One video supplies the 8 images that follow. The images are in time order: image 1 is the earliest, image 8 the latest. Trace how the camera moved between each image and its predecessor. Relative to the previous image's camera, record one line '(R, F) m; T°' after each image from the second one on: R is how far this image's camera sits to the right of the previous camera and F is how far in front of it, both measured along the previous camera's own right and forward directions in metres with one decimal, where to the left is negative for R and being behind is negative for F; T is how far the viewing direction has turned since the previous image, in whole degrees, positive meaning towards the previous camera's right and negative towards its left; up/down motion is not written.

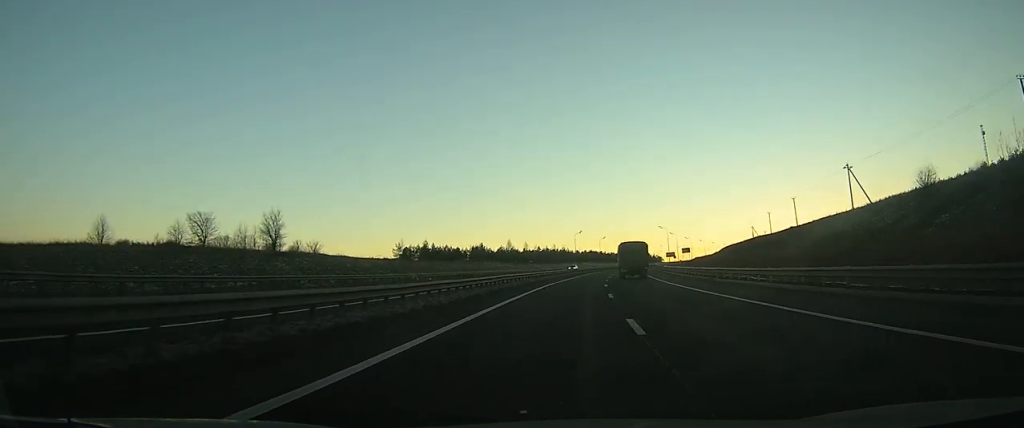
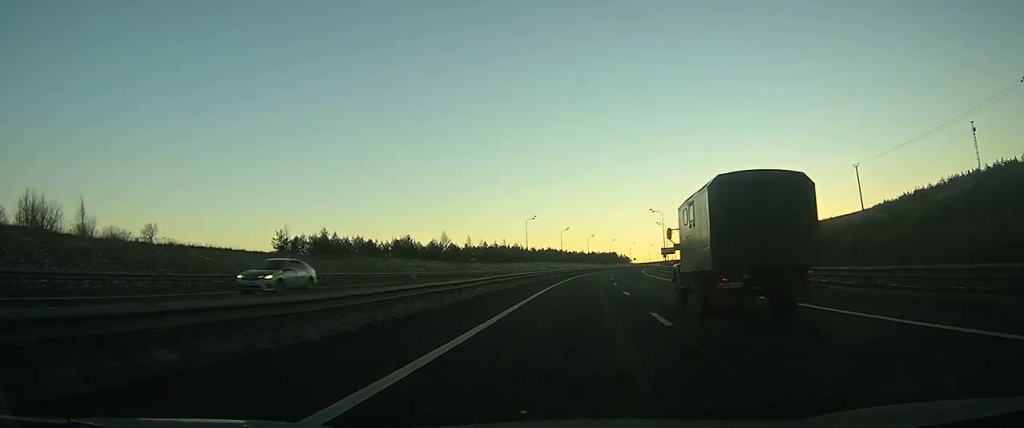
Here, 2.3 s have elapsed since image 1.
(+1.7, +56.5) m; +4°
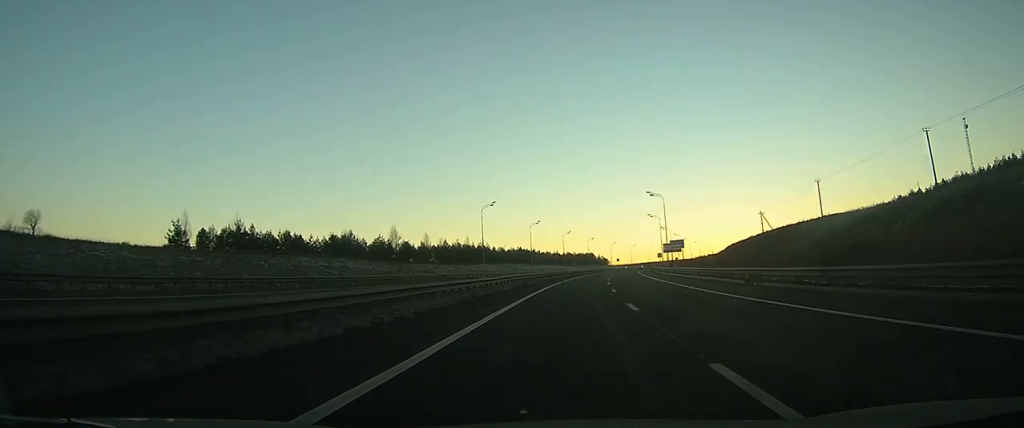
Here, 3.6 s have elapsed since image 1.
(+0.2, +29.8) m; +2°
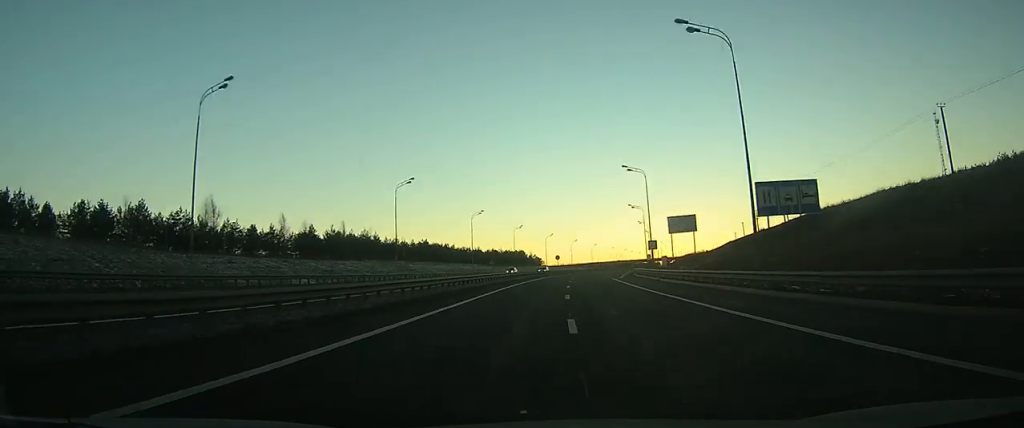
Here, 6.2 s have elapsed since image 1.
(+3.2, +58.4) m; +6°
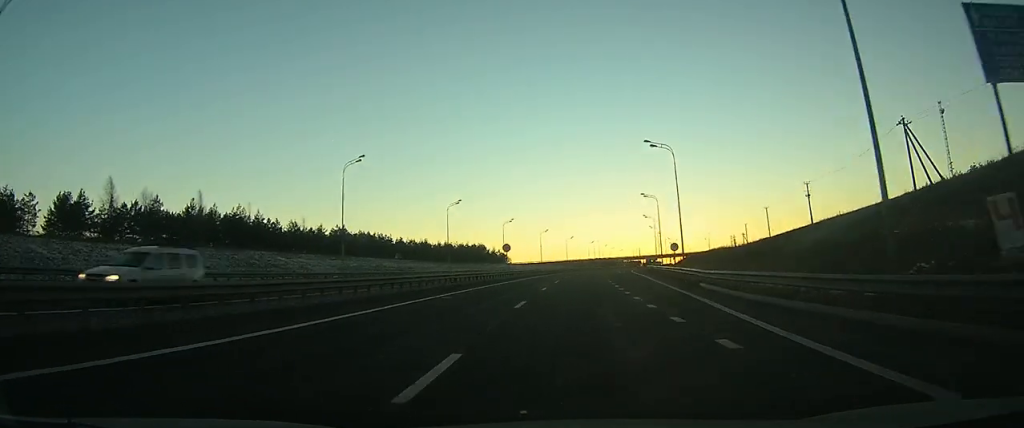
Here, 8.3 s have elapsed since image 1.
(+1.8, +49.3) m; +4°
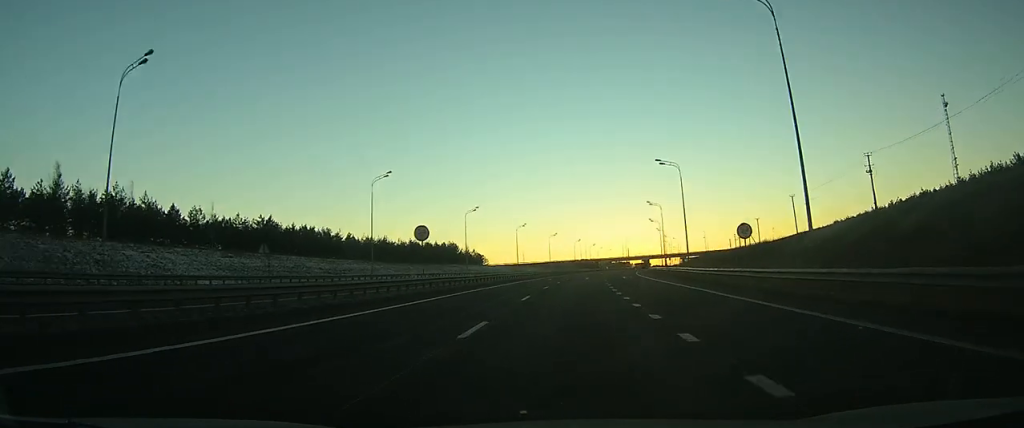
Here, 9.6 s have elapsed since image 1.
(+0.4, +31.3) m; +2°
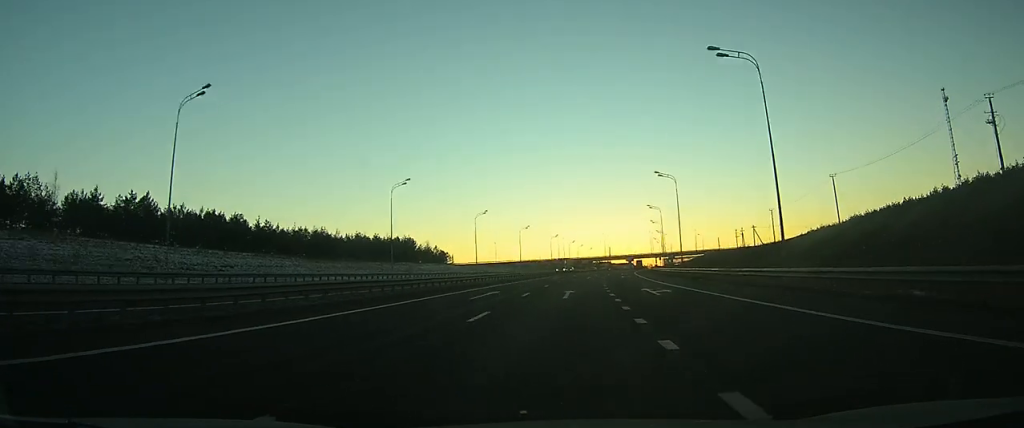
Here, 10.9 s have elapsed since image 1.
(+0.7, +35.3) m; +2°
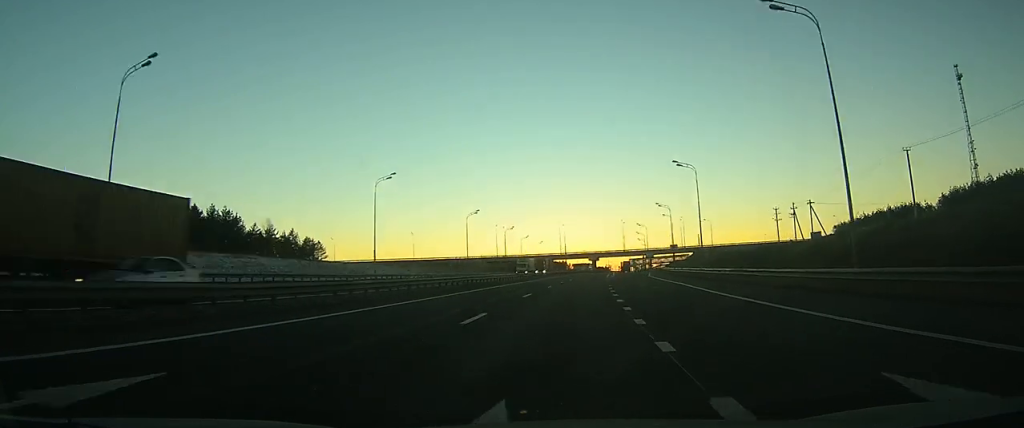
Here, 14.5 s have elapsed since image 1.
(+3.4, +89.3) m; +5°
